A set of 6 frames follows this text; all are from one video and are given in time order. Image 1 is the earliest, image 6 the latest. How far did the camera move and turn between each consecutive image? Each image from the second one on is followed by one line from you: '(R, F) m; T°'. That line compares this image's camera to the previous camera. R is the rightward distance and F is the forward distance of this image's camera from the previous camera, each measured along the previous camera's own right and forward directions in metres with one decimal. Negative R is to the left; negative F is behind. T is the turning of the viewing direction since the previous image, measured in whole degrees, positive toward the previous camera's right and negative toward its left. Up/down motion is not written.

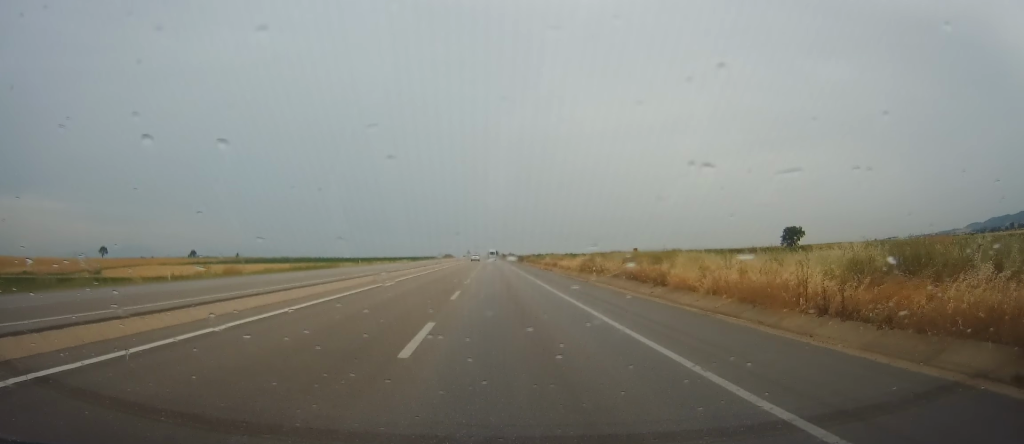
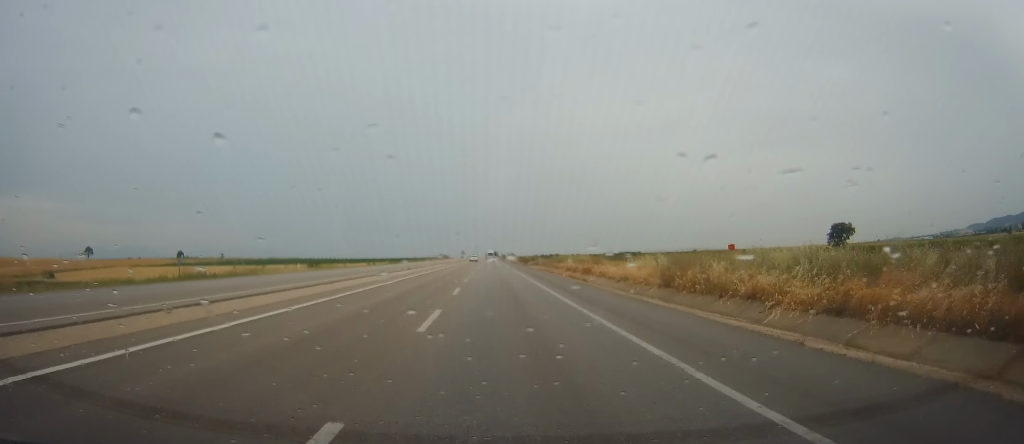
(-0.5, +31.8) m; -1°
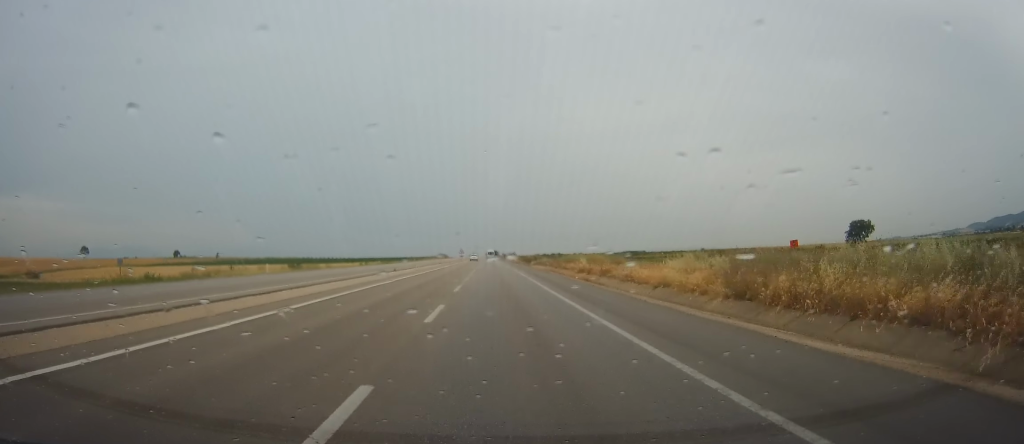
(0.0, +9.8) m; 0°
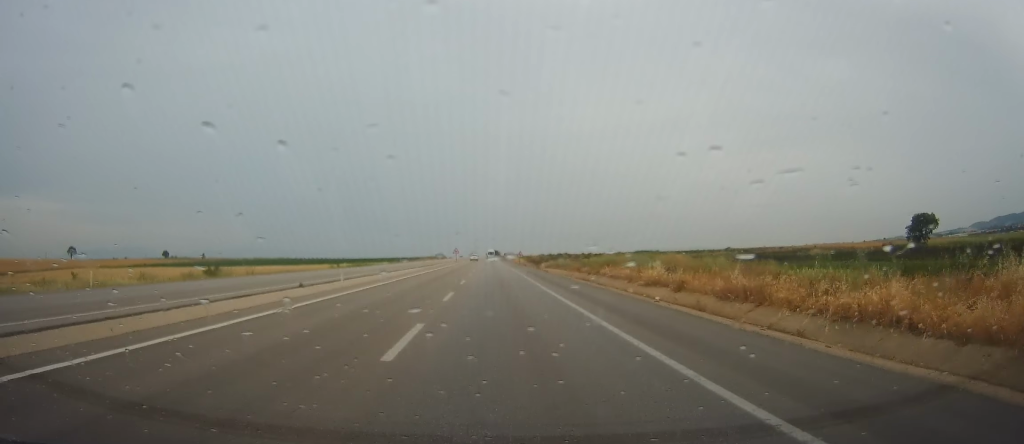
(+0.3, +27.6) m; 0°
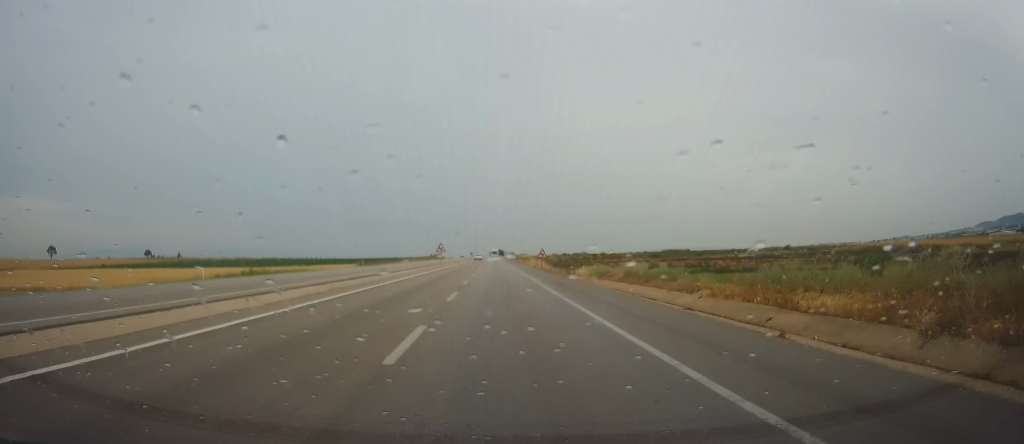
(+0.2, +45.7) m; +1°
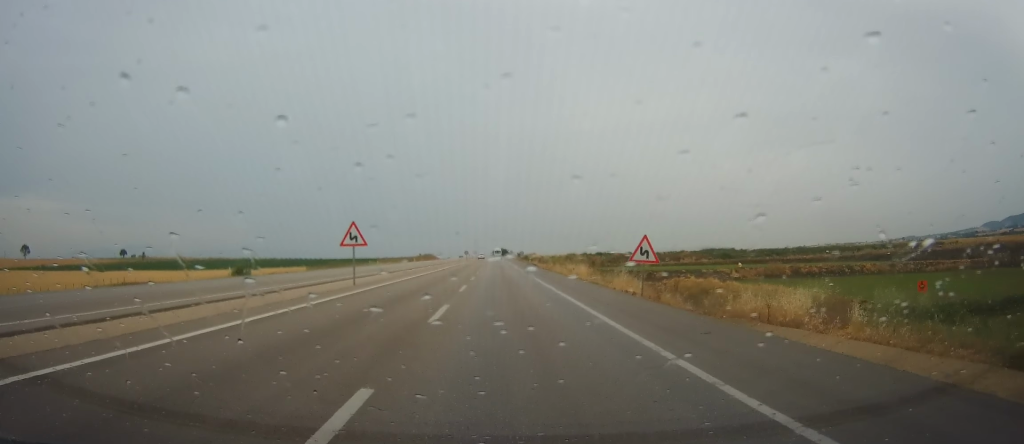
(-0.5, +51.6) m; +1°
